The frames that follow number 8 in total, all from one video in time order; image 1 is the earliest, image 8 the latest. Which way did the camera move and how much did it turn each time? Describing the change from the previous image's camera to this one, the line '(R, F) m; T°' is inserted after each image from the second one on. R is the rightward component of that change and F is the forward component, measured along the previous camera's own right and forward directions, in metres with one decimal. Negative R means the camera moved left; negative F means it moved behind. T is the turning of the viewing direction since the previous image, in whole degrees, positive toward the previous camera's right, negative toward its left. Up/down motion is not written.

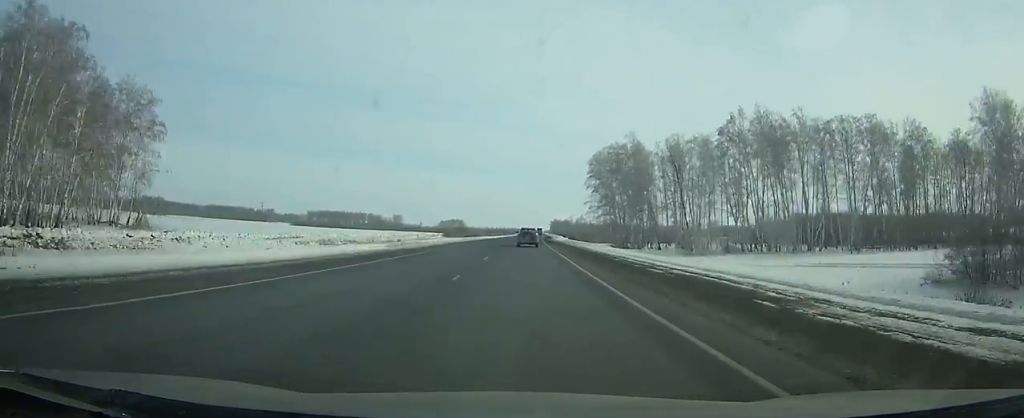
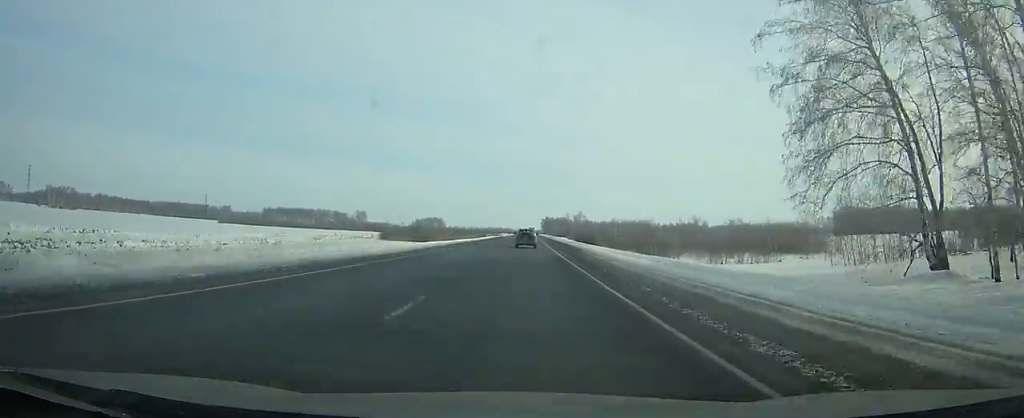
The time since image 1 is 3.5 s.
(+1.0, +99.5) m; +1°
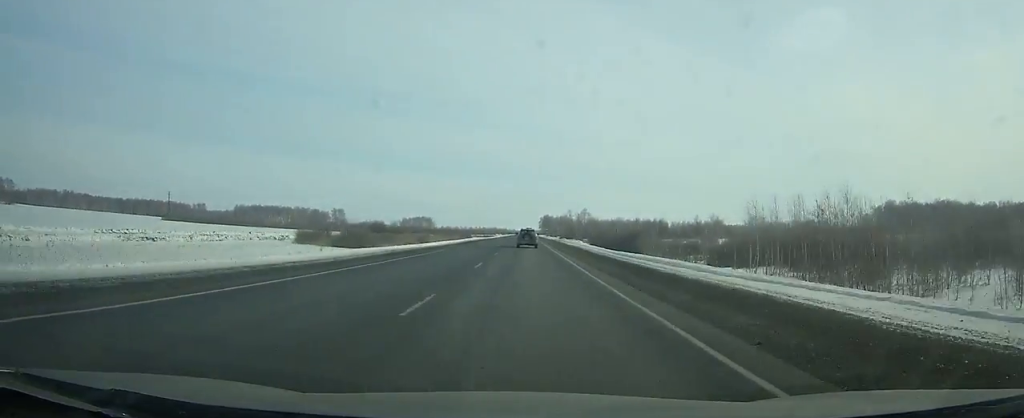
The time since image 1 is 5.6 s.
(+0.3, +59.4) m; 0°
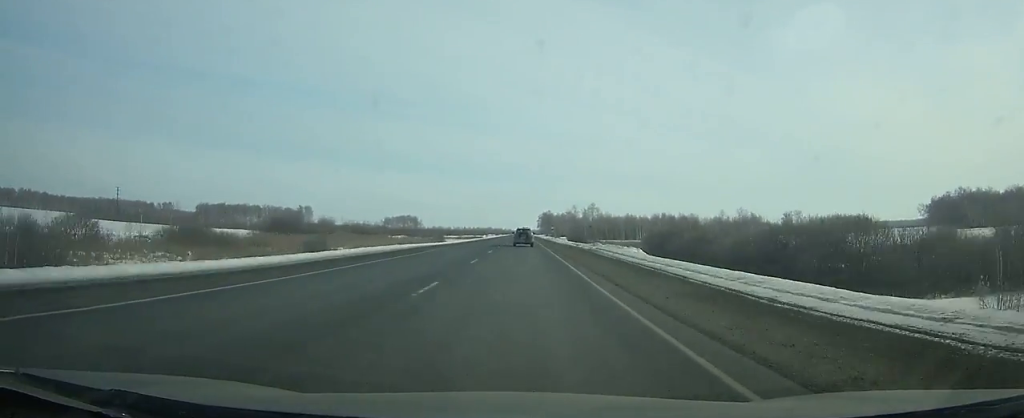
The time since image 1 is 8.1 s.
(+0.3, +70.5) m; 0°
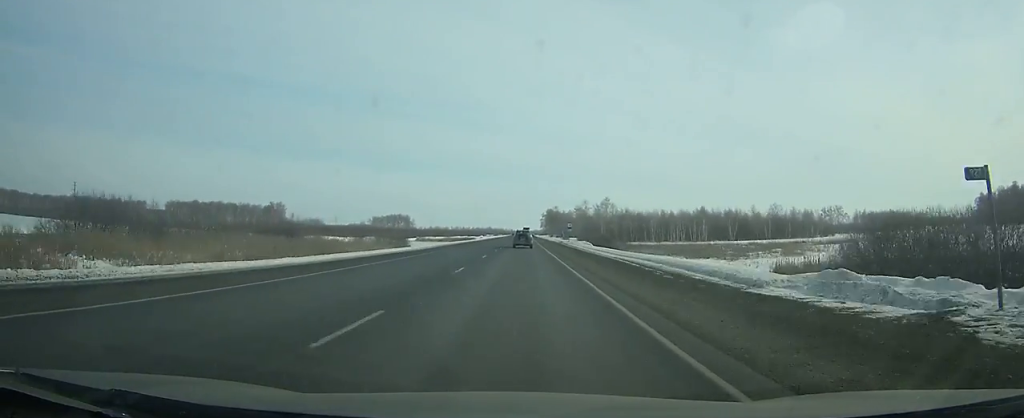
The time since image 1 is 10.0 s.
(0.0, +53.5) m; 0°
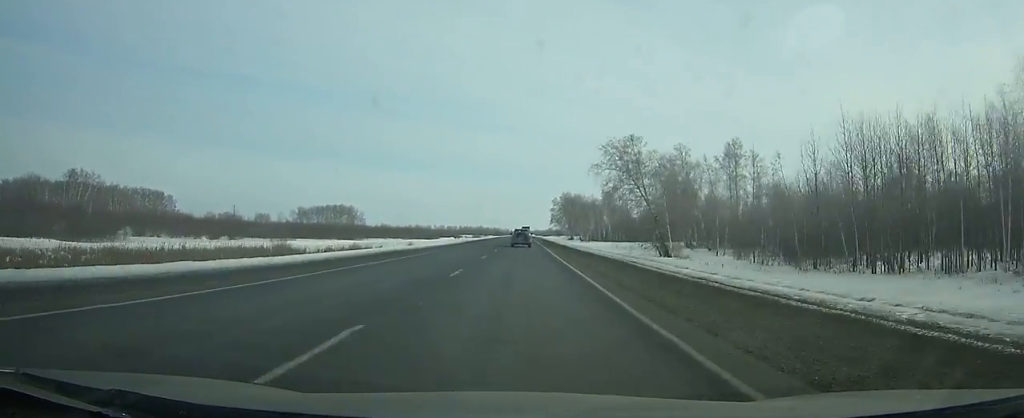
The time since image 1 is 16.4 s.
(-0.2, +180.8) m; 0°
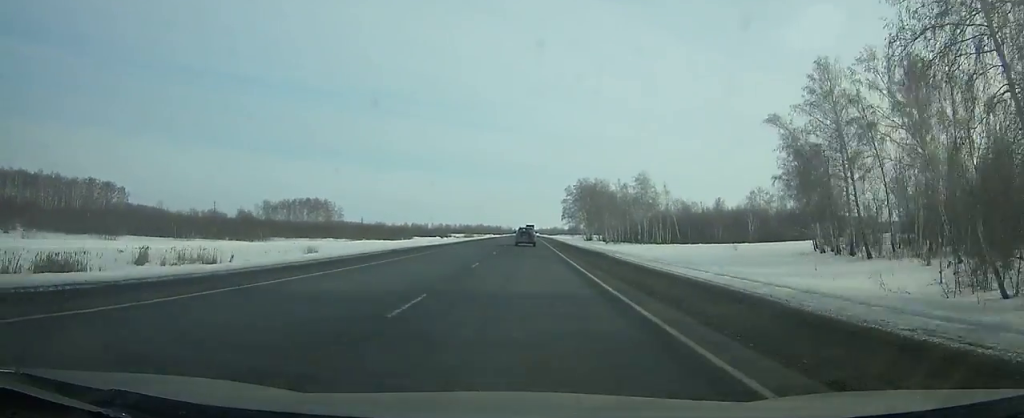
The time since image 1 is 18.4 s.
(-0.1, +56.8) m; 0°
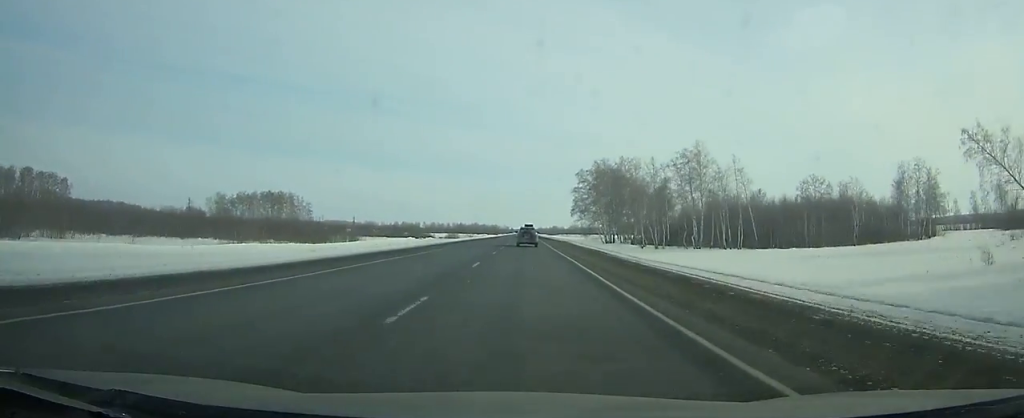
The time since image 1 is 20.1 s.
(-0.1, +48.3) m; 0°
